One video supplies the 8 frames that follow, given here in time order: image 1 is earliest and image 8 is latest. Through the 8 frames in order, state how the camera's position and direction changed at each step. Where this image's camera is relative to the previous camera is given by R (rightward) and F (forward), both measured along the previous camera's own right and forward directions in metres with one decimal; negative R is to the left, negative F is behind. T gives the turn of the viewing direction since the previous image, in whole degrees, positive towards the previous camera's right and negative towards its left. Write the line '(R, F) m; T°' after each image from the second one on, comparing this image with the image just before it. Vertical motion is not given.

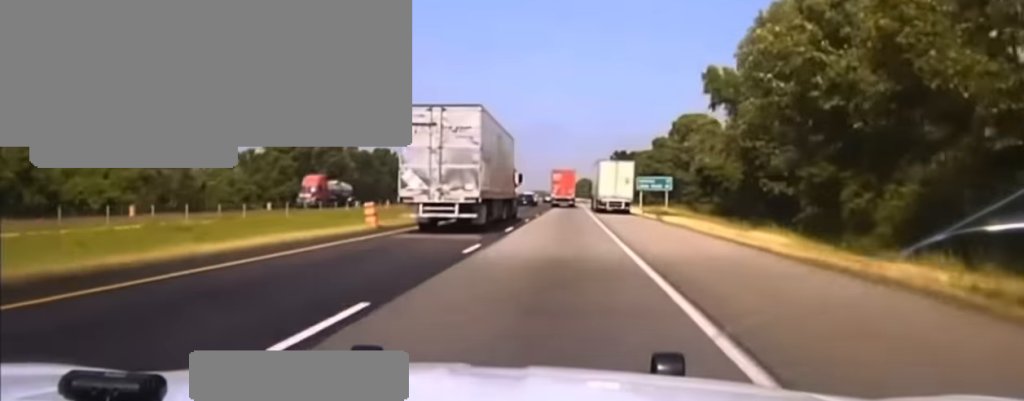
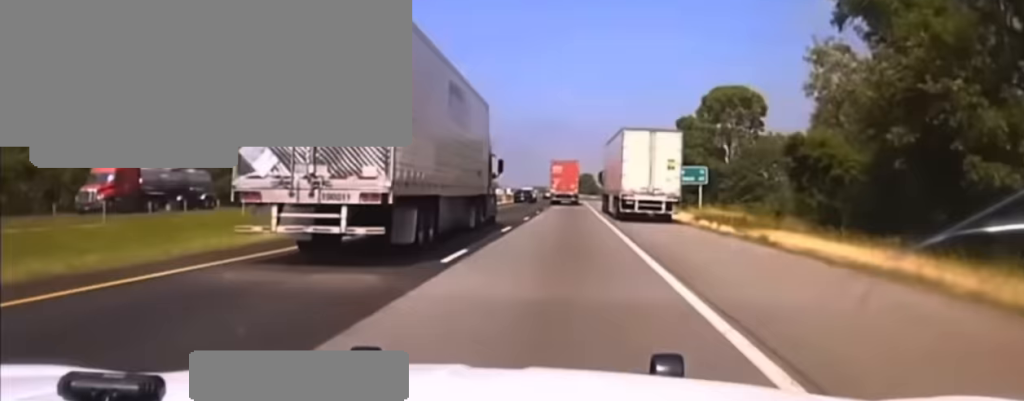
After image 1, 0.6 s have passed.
(-0.1, +26.6) m; 0°
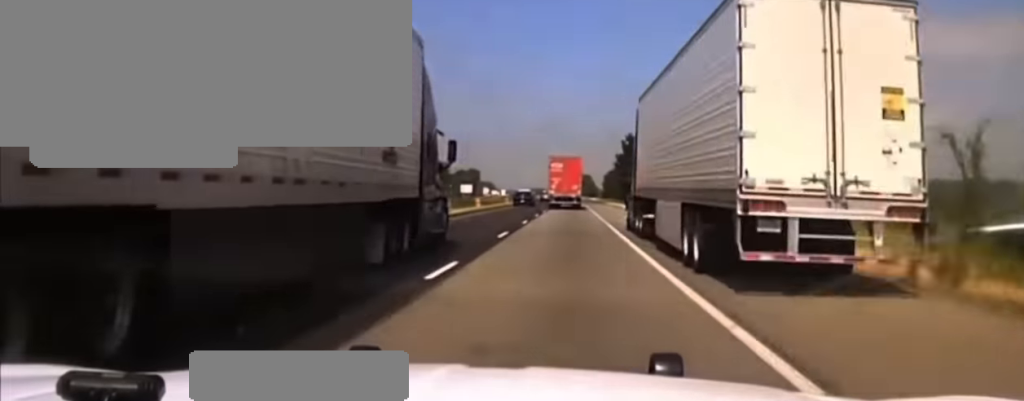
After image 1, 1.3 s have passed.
(+0.1, +25.7) m; 0°
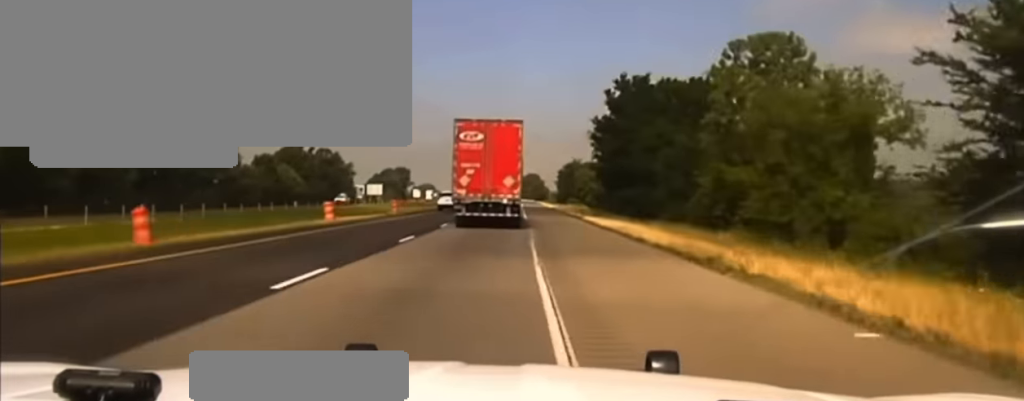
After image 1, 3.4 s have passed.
(+2.8, +86.9) m; +2°
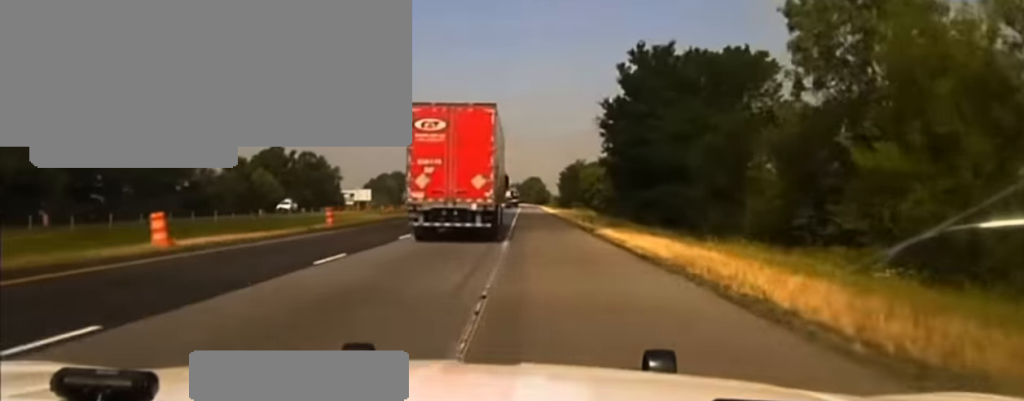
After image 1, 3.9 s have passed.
(-0.4, +17.9) m; -1°
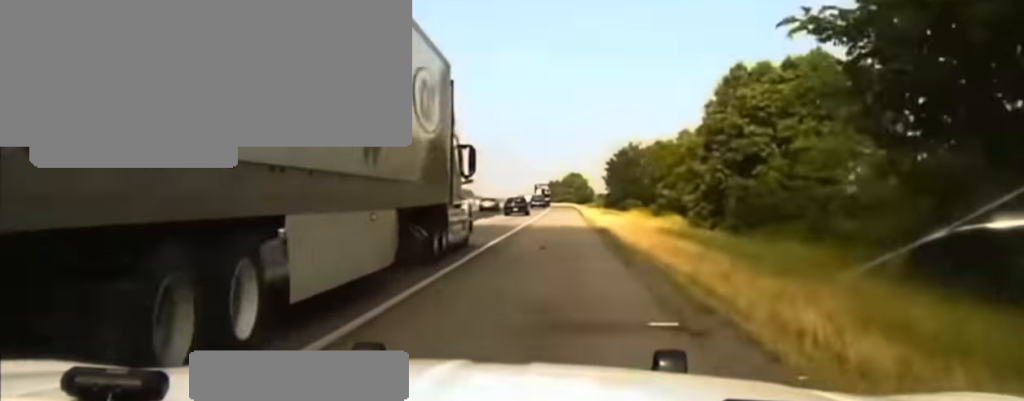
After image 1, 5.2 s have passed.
(-0.9, +56.1) m; -2°
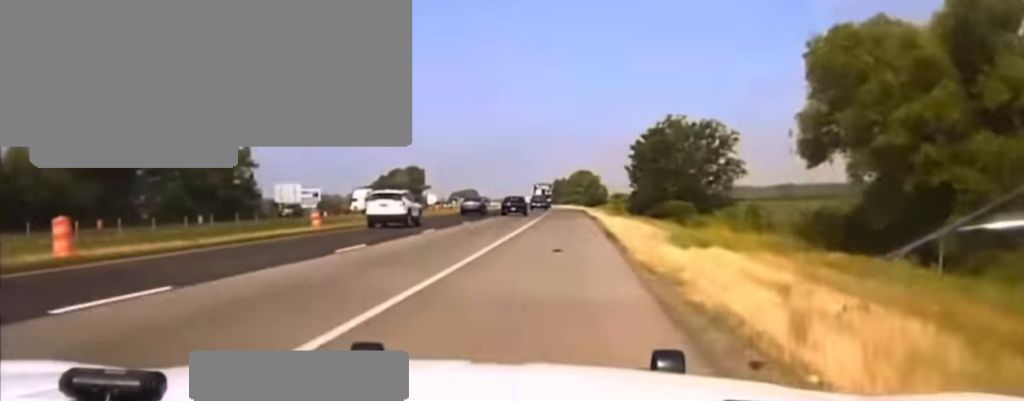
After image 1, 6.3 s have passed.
(-0.5, +48.4) m; -2°
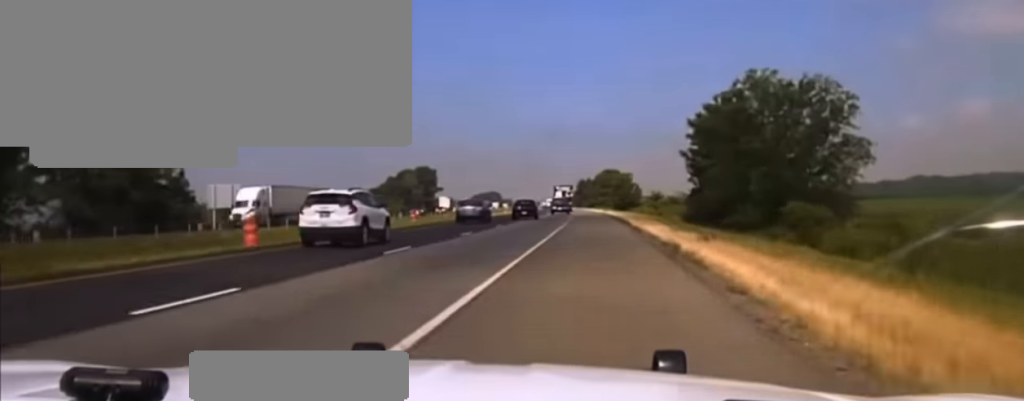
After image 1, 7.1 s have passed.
(-0.7, +36.6) m; -1°
